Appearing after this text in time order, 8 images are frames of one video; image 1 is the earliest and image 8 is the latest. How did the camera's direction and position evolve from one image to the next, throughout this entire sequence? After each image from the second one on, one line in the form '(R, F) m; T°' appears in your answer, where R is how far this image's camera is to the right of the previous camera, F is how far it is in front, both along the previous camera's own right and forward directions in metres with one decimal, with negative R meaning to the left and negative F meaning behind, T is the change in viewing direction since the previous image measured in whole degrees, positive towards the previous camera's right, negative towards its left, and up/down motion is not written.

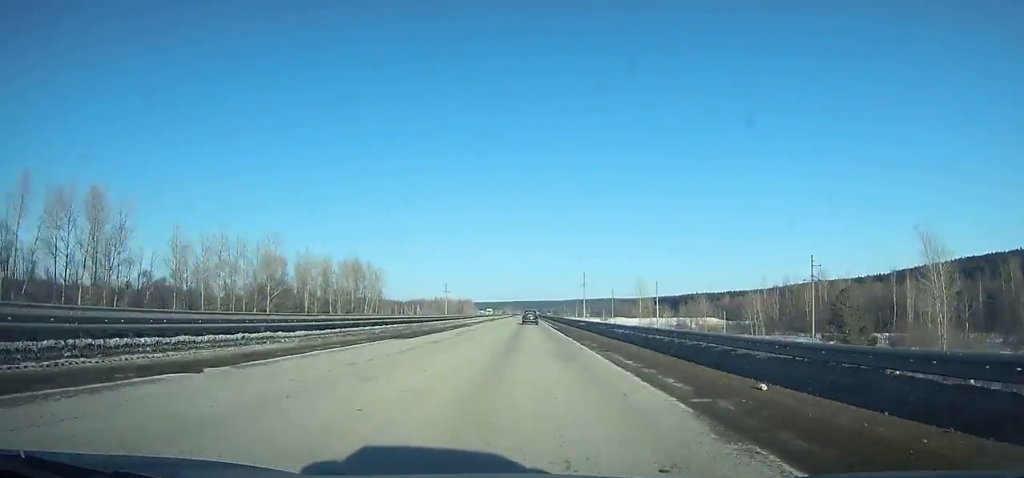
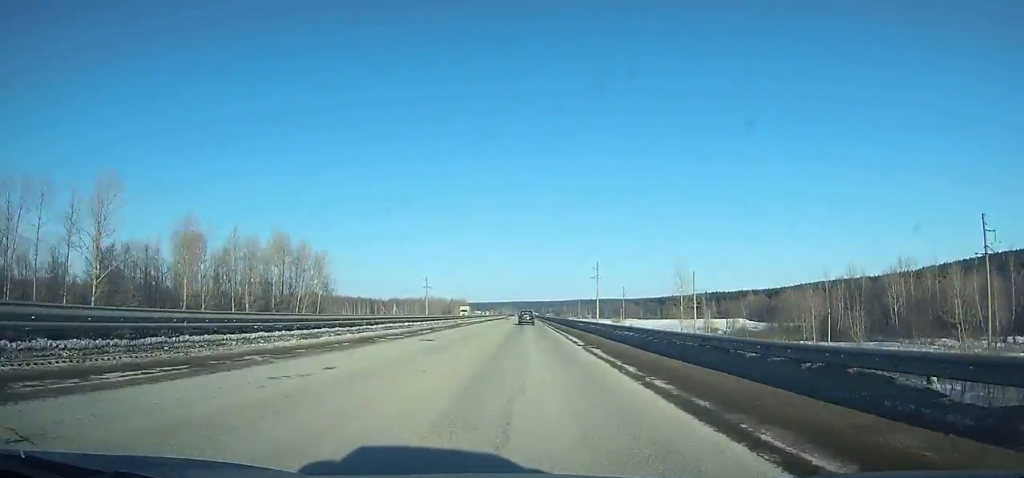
(+0.1, +51.1) m; 0°
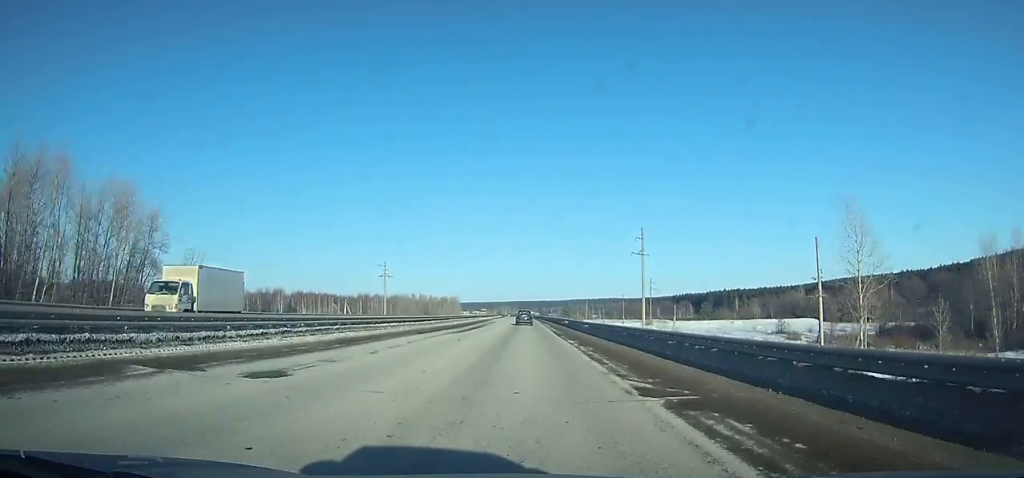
(+0.1, +72.8) m; 0°
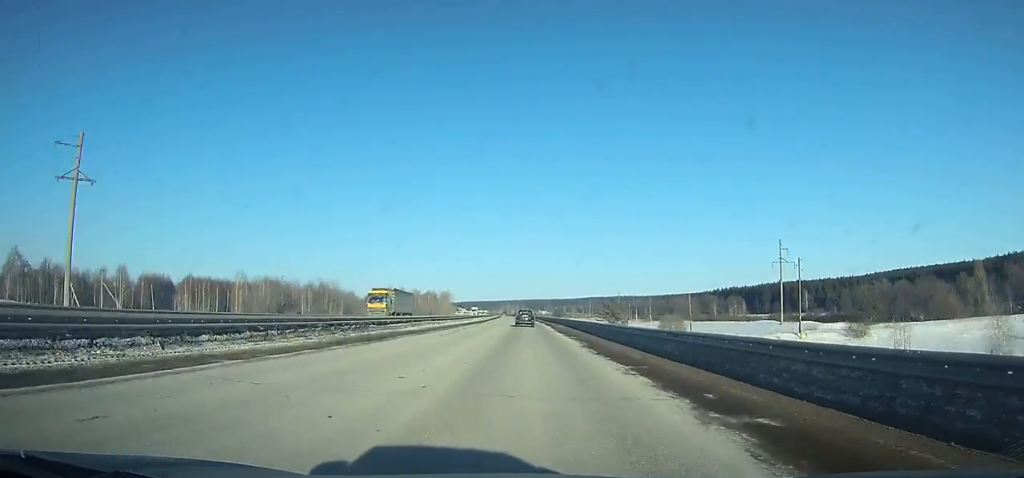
(-0.5, +128.8) m; -1°
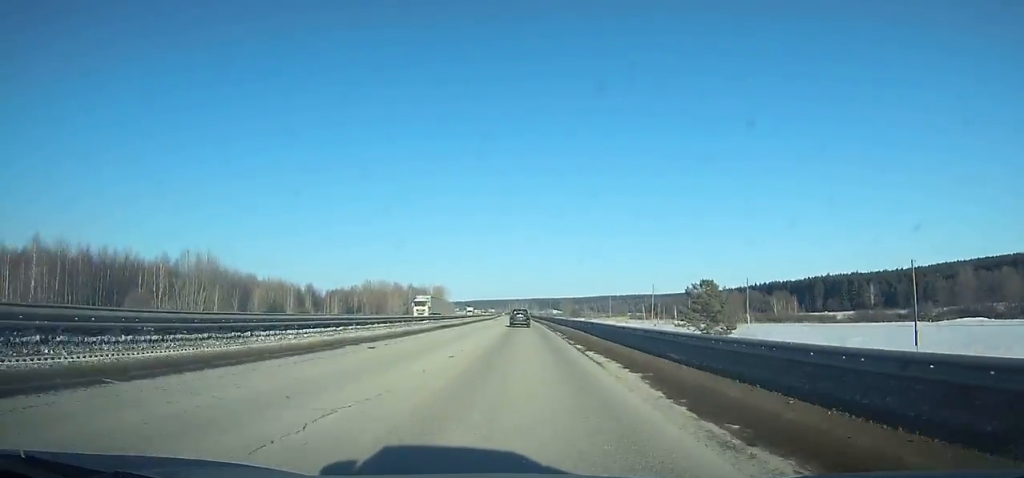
(-0.5, +79.7) m; -1°
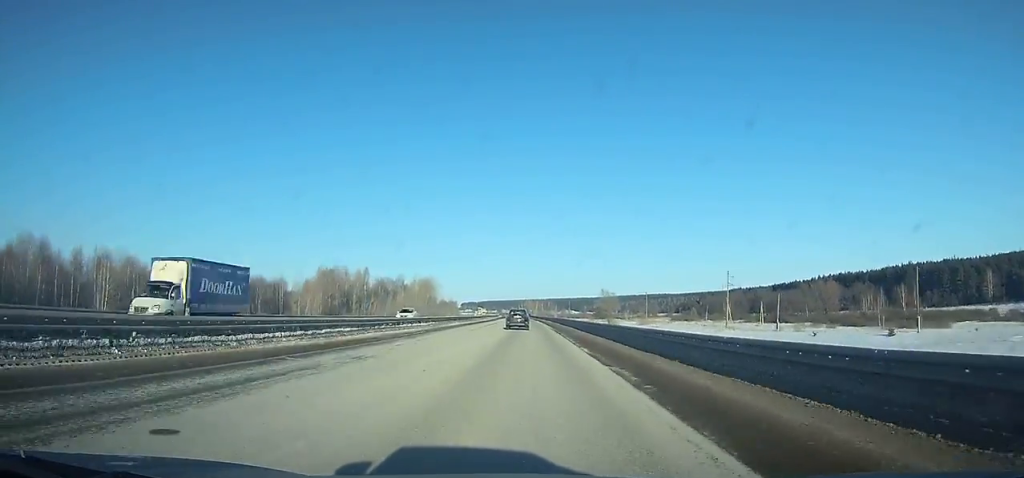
(-1.3, +97.1) m; -1°
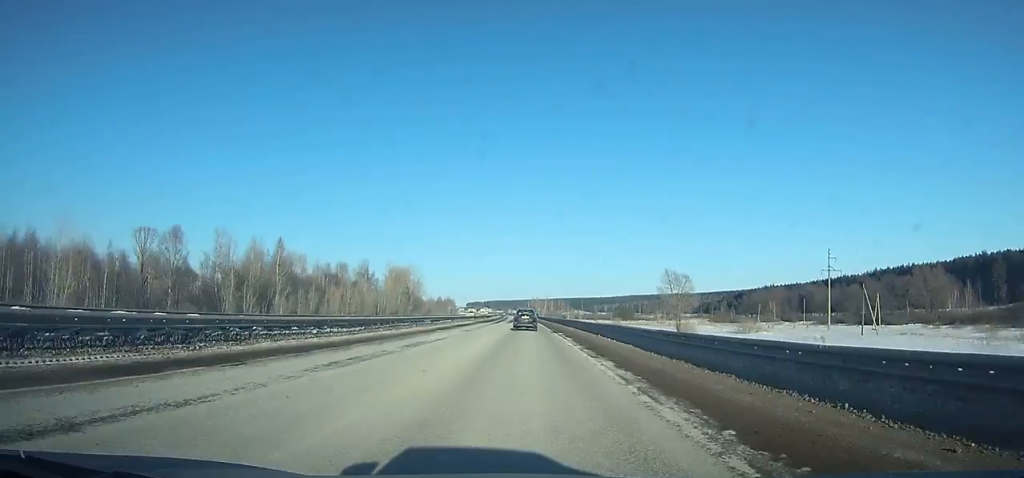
(-0.3, +70.1) m; -1°
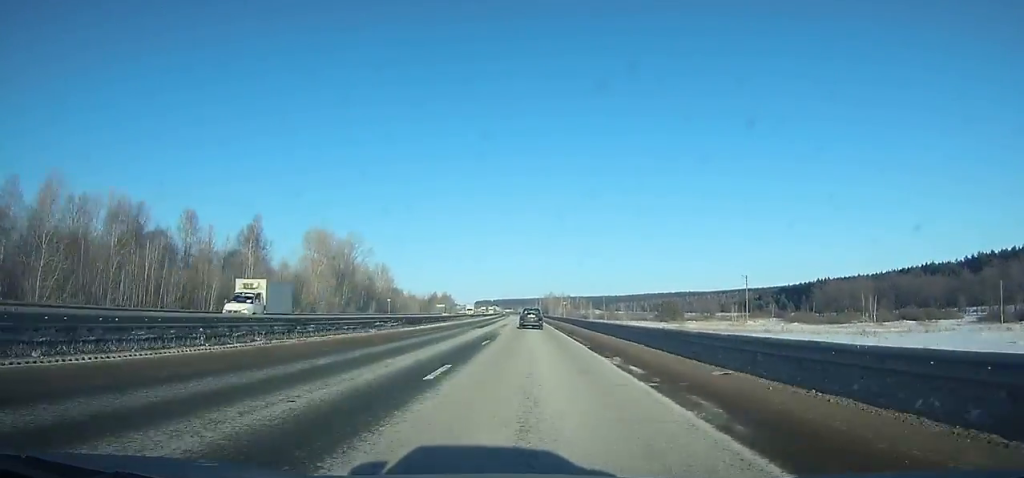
(-1.0, +90.4) m; -1°
